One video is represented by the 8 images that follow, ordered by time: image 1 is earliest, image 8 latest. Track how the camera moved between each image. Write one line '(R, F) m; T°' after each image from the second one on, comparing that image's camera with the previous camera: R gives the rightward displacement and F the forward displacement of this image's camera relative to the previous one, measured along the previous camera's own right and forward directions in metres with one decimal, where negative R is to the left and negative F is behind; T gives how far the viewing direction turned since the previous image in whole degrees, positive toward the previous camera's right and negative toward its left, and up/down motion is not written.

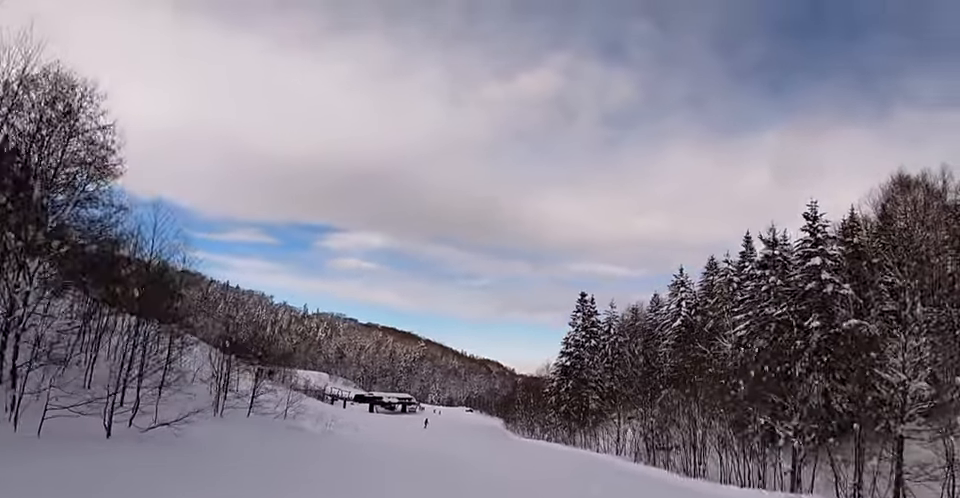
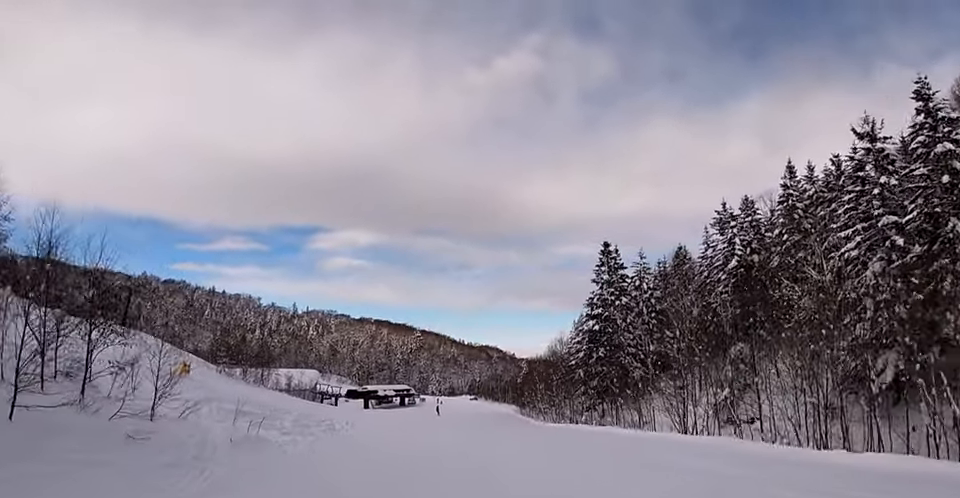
(0.0, +13.4) m; 0°
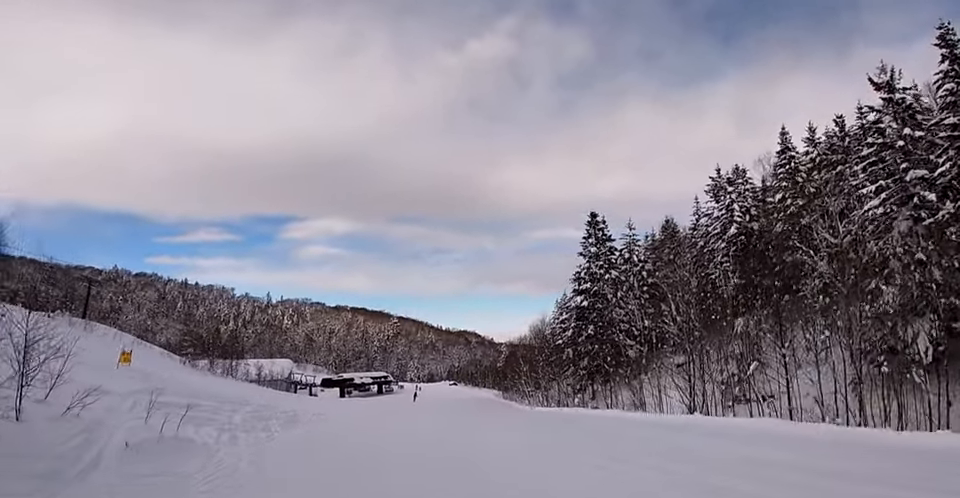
(0.0, +4.3) m; 0°
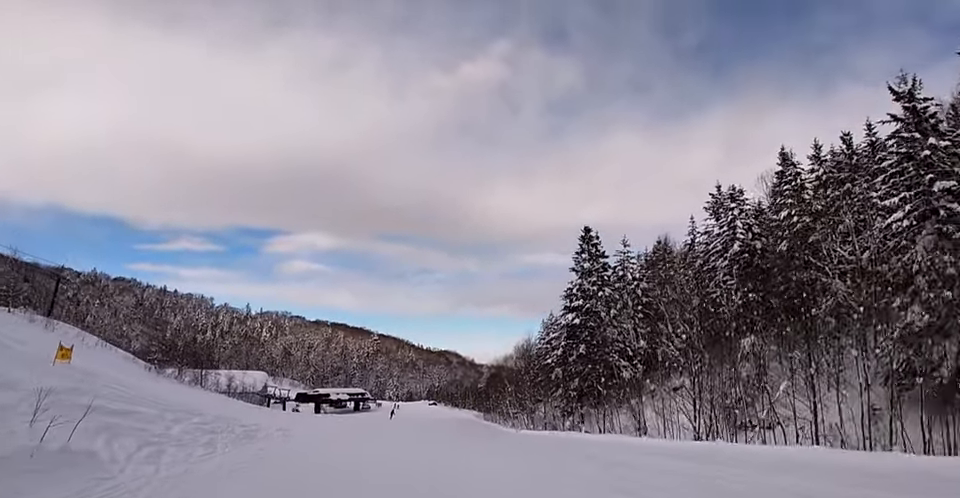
(0.0, +3.5) m; 0°
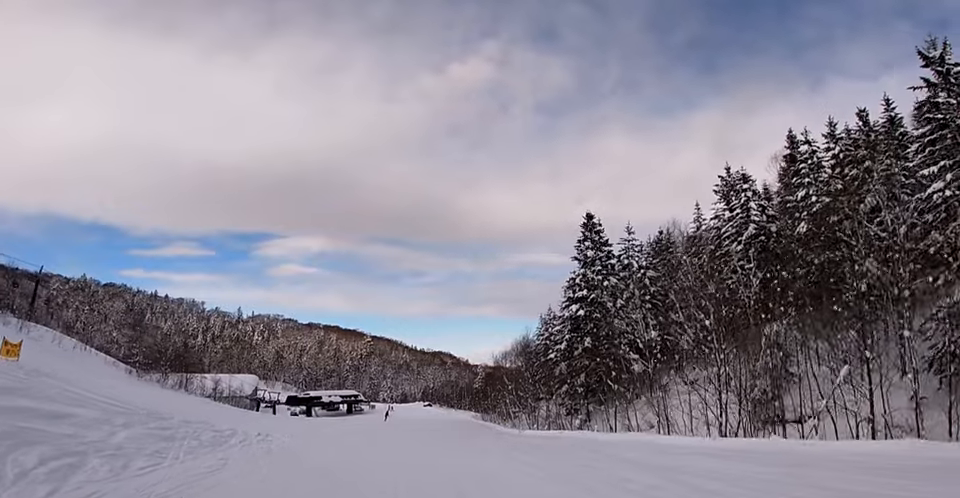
(0.0, +3.4) m; 0°
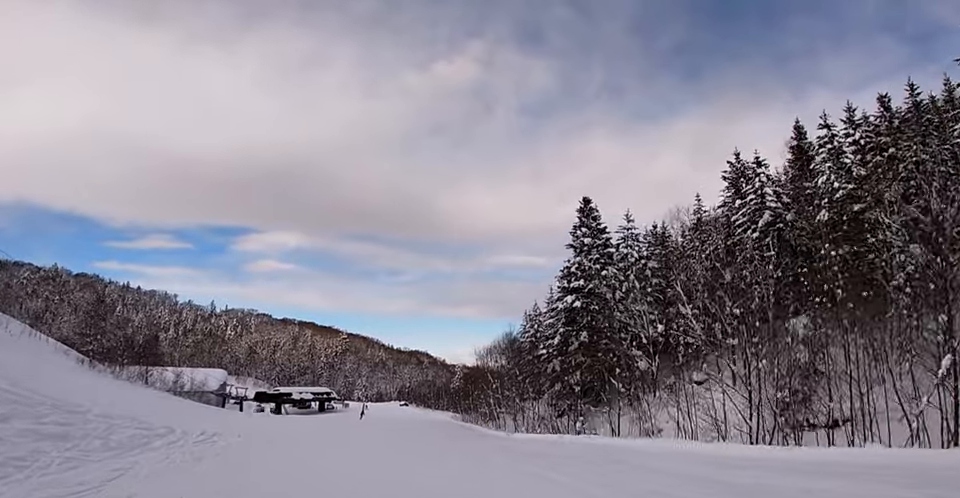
(0.0, +4.8) m; 0°
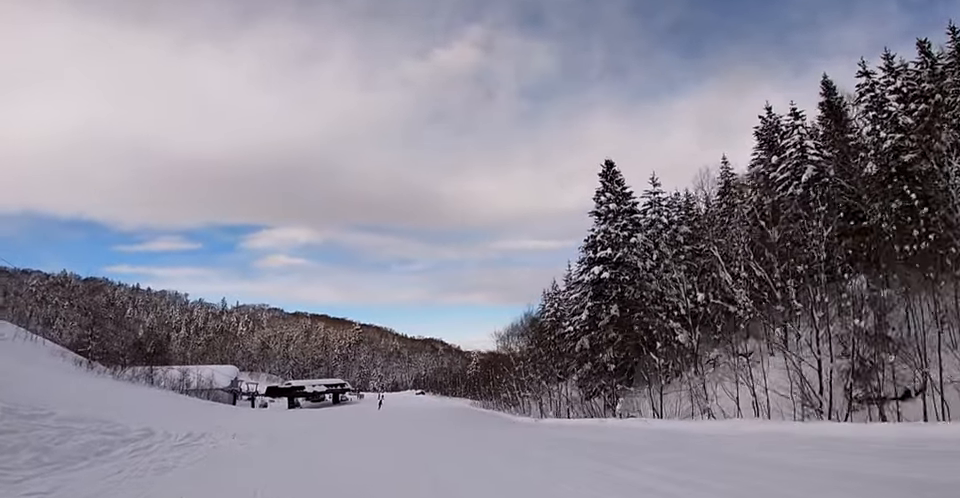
(0.0, +3.6) m; 0°
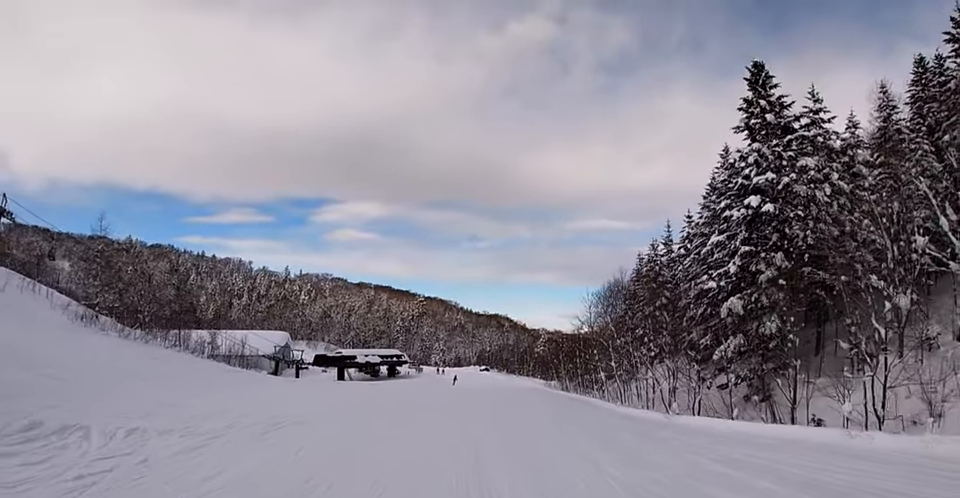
(0.0, +12.3) m; 0°
